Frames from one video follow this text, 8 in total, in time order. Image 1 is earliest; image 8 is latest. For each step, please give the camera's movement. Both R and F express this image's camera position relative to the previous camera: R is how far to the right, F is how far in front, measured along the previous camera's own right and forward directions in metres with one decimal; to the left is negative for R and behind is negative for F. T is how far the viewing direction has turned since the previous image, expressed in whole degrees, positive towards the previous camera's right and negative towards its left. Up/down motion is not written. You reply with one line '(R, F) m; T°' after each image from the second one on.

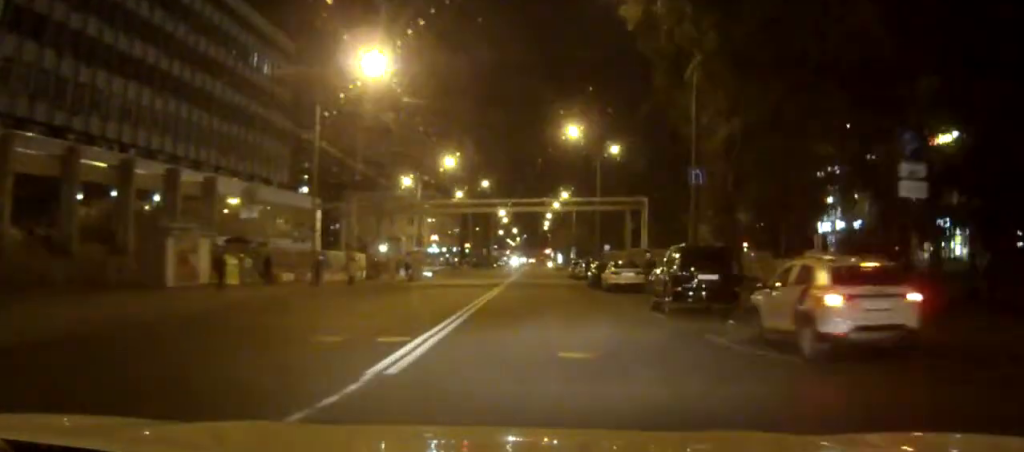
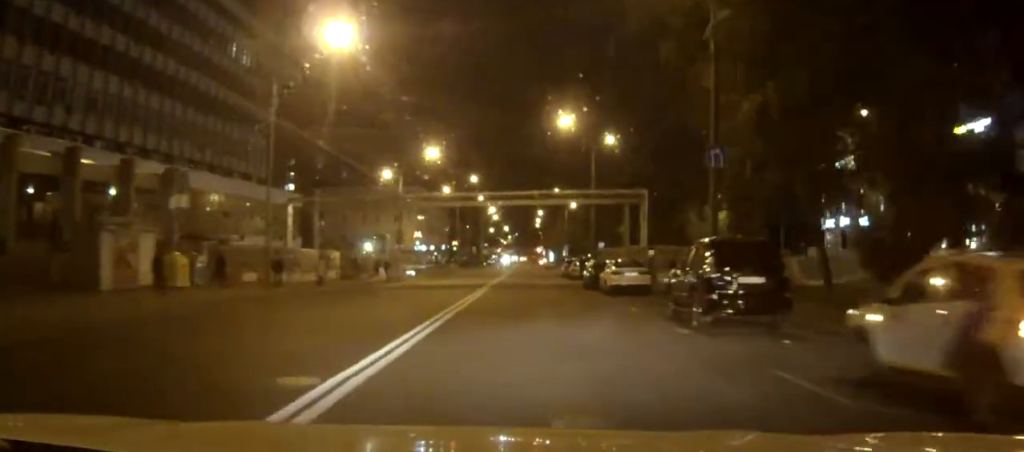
(0.0, +4.9) m; 0°
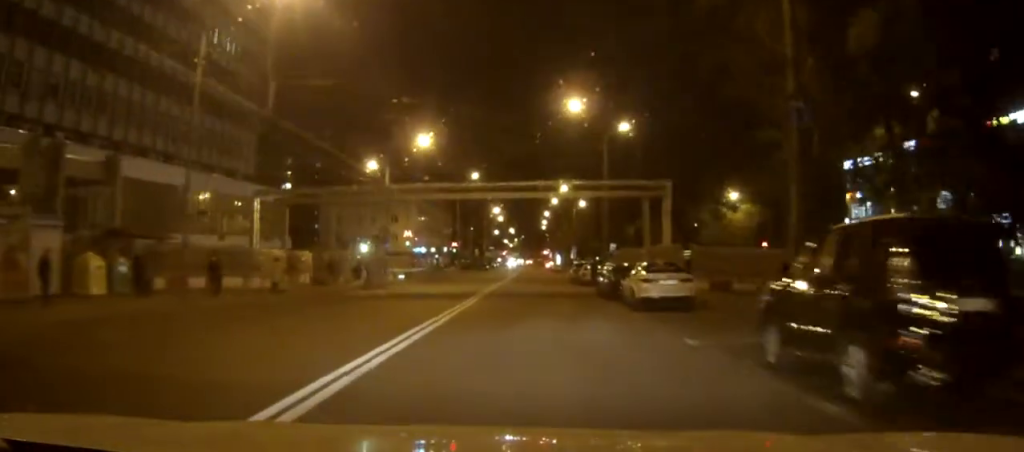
(0.0, +7.8) m; 0°
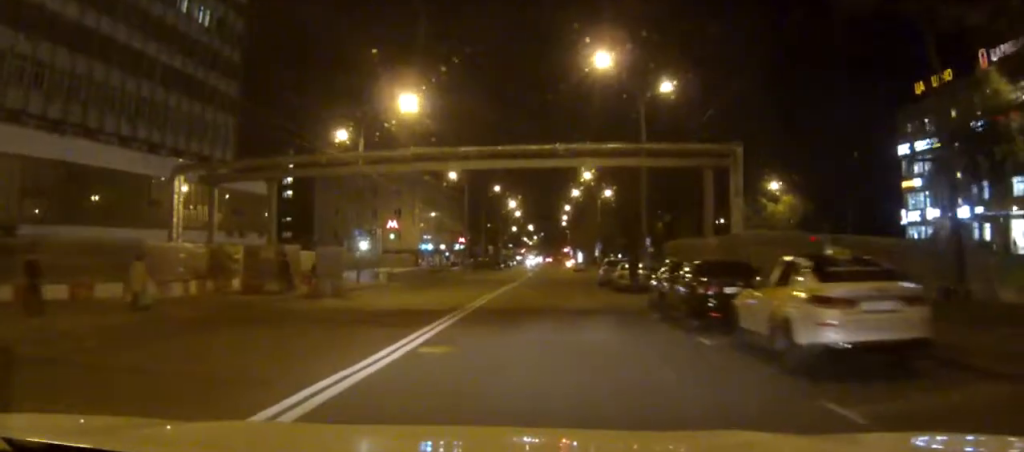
(0.0, +13.8) m; +1°
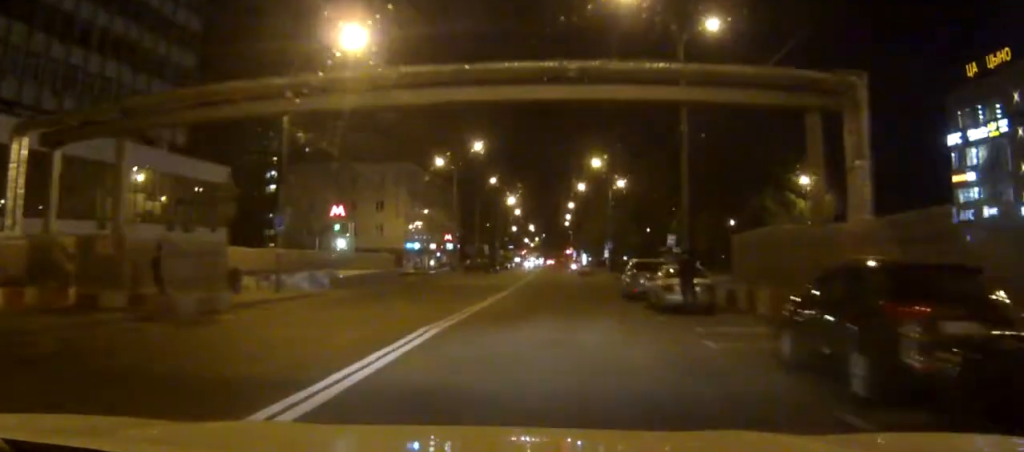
(+0.2, +13.4) m; 0°
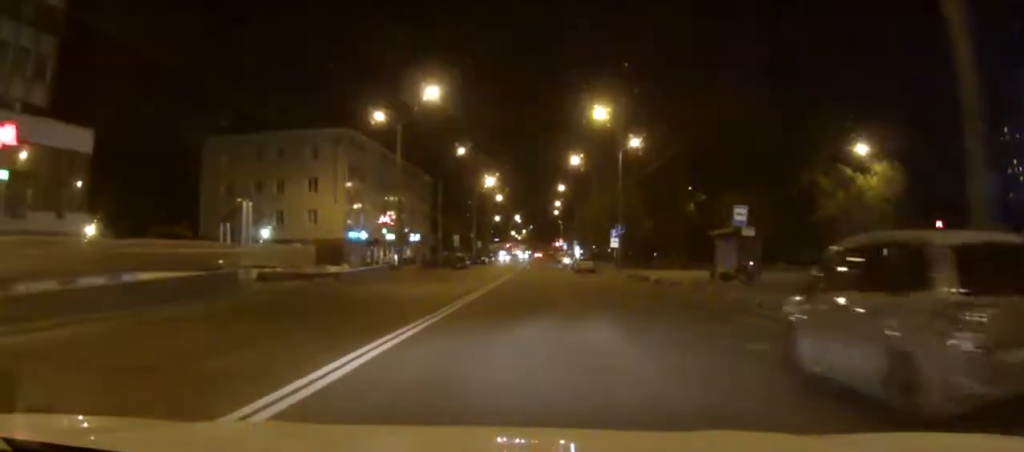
(-0.2, +23.7) m; -1°
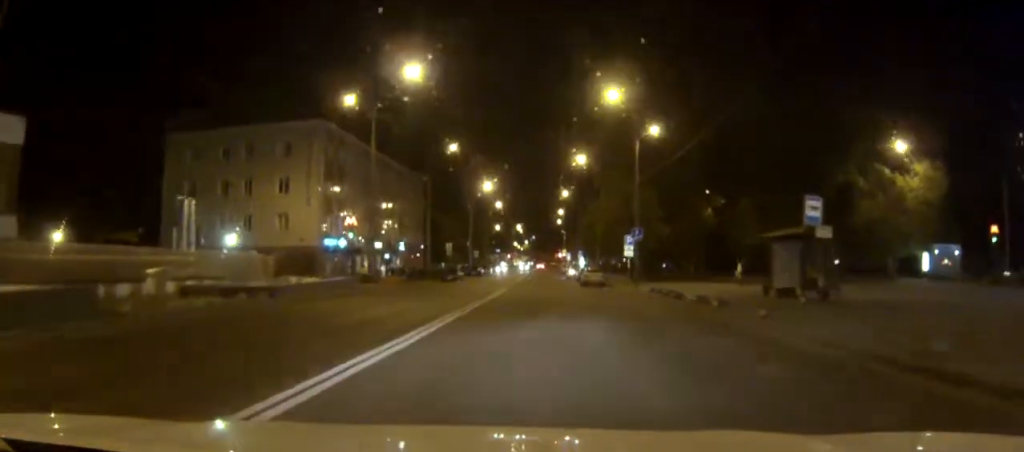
(-0.2, +9.3) m; 0°
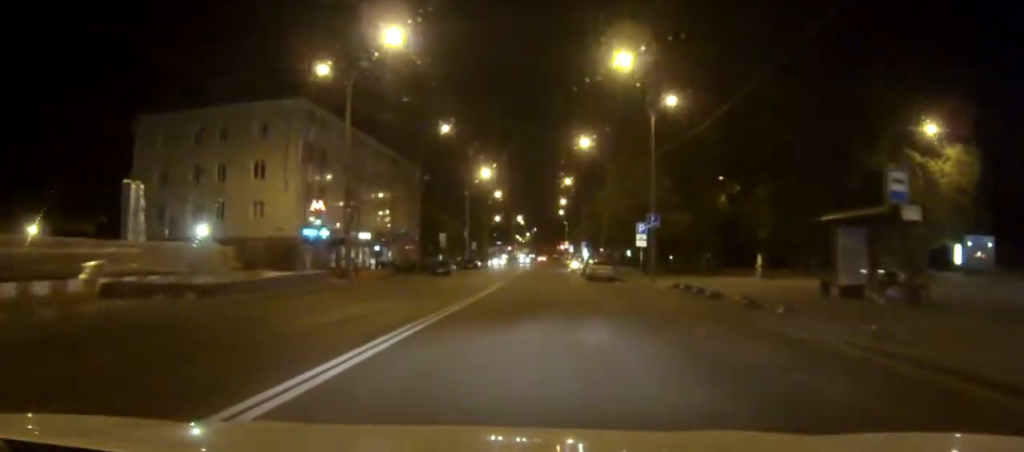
(+0.1, +6.5) m; +1°
